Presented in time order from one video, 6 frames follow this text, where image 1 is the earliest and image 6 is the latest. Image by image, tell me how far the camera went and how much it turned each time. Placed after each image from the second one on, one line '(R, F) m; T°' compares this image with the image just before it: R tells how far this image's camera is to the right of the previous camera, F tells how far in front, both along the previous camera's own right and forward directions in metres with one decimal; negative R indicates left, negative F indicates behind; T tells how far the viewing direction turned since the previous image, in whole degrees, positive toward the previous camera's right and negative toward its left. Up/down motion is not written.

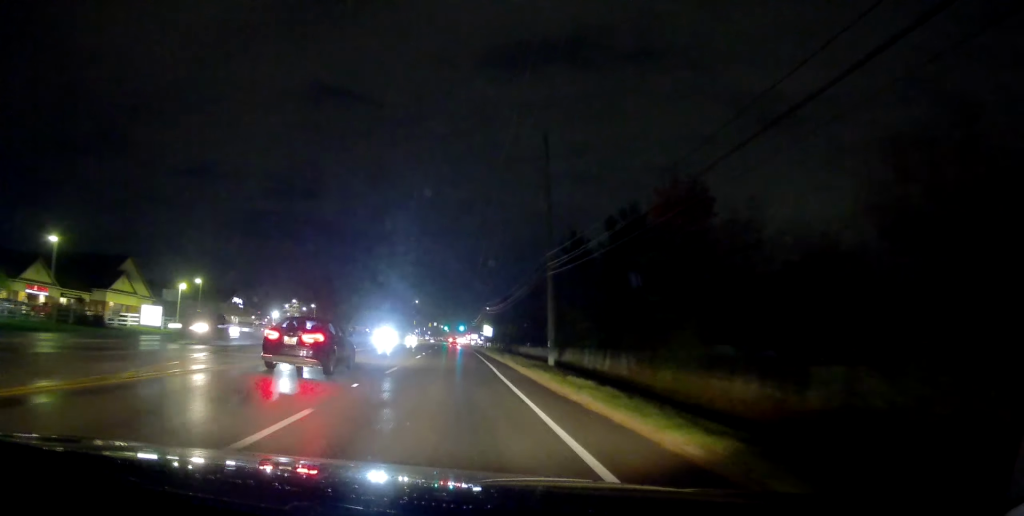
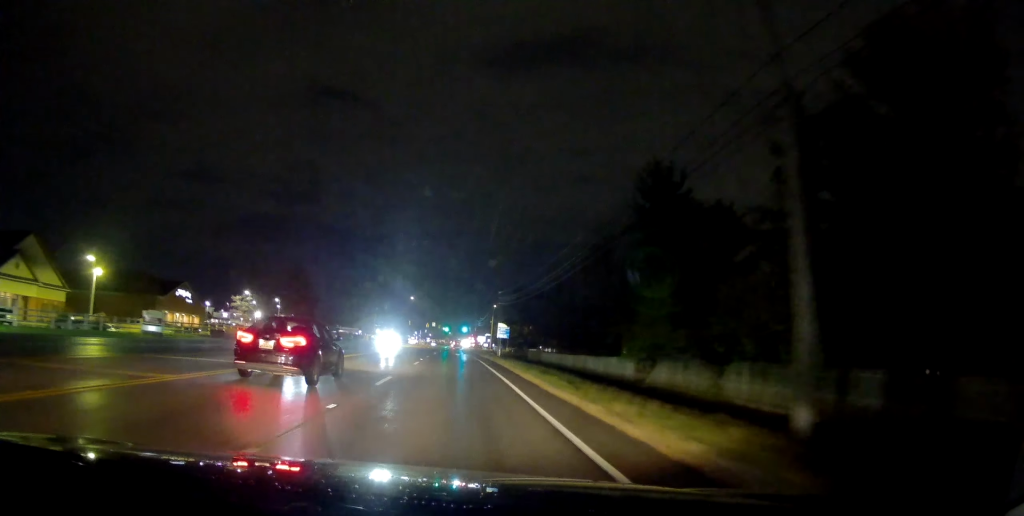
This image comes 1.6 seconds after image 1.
(-0.4, +27.9) m; 0°
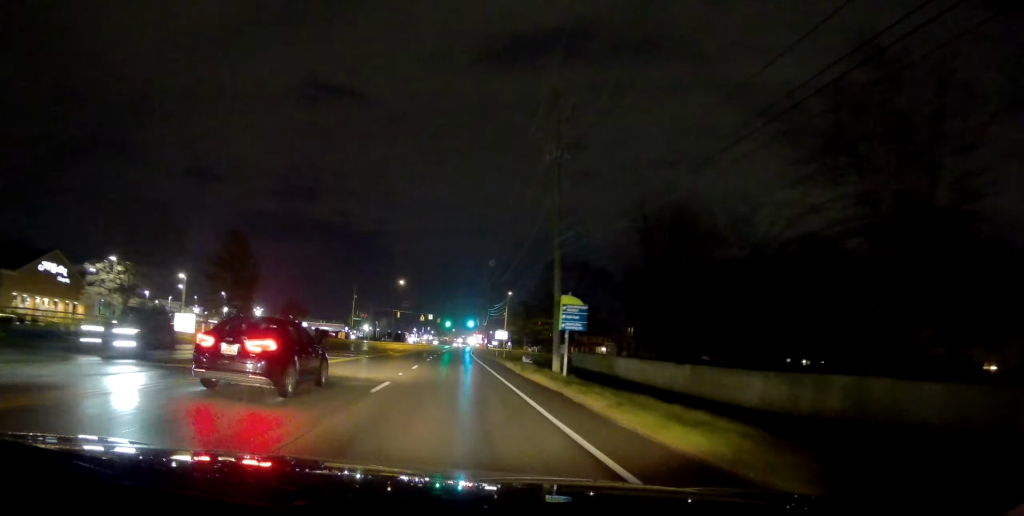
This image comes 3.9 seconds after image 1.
(+0.9, +37.7) m; +1°
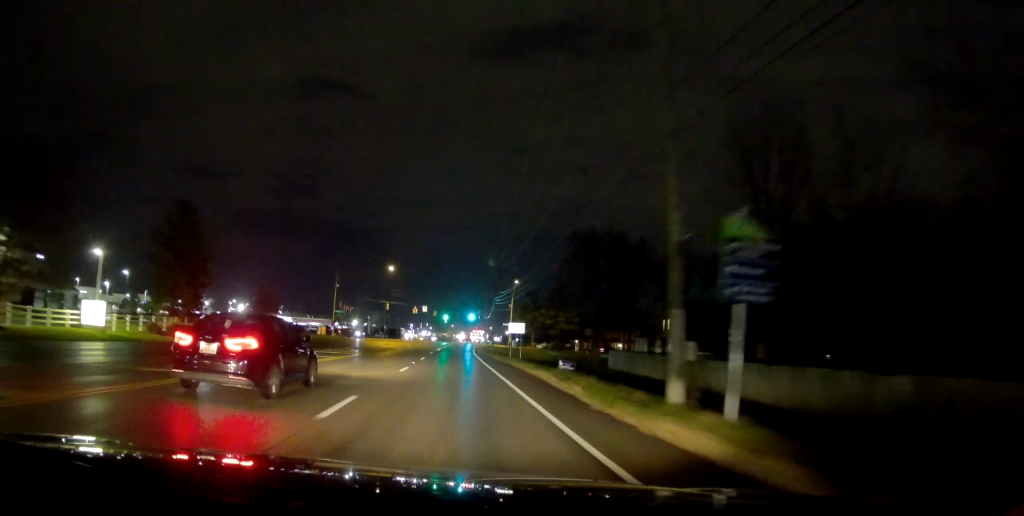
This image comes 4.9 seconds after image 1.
(0.0, +16.9) m; 0°
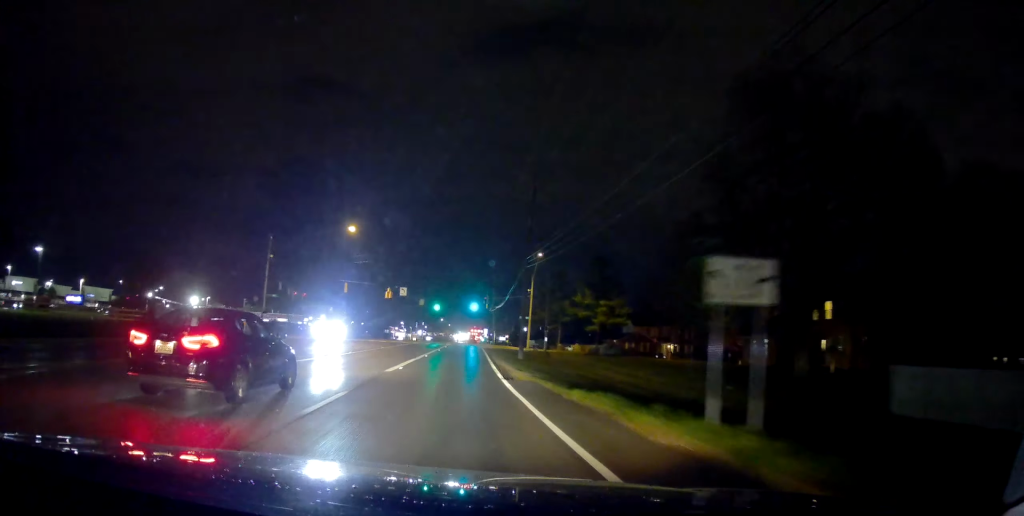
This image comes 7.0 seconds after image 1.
(-0.6, +36.0) m; -1°
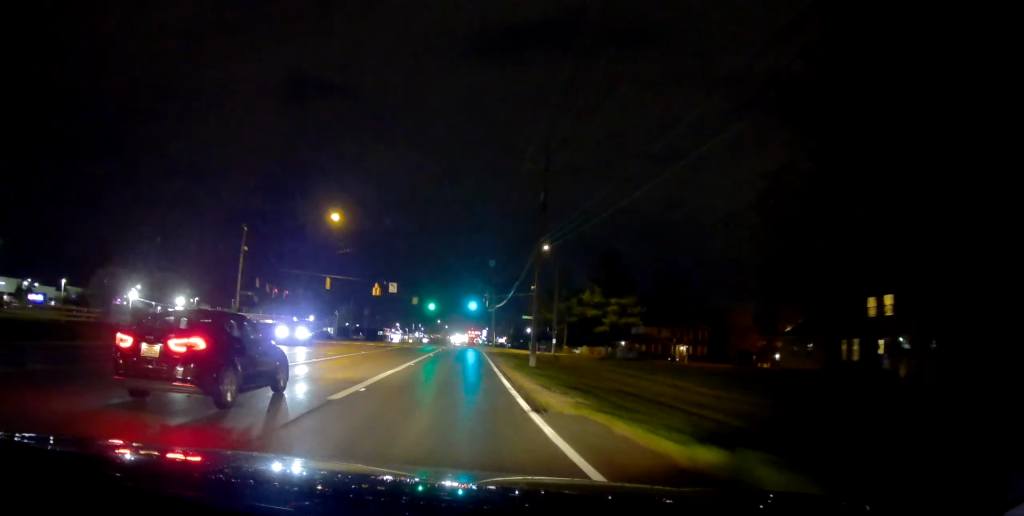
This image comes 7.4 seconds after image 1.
(-0.1, +7.5) m; +1°
